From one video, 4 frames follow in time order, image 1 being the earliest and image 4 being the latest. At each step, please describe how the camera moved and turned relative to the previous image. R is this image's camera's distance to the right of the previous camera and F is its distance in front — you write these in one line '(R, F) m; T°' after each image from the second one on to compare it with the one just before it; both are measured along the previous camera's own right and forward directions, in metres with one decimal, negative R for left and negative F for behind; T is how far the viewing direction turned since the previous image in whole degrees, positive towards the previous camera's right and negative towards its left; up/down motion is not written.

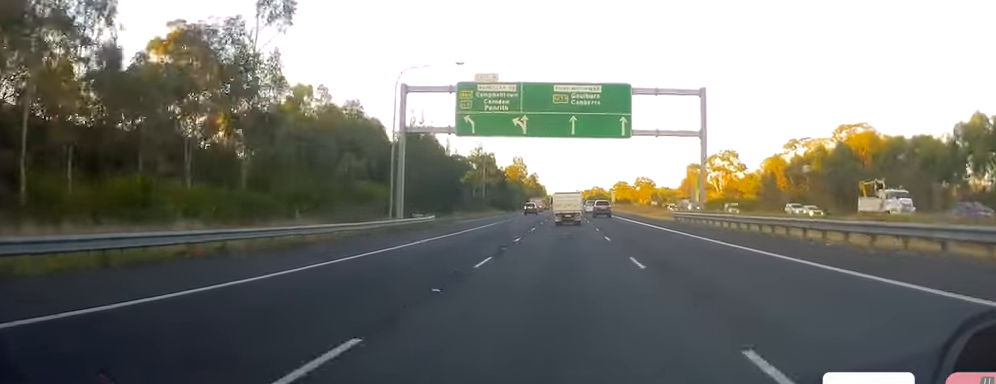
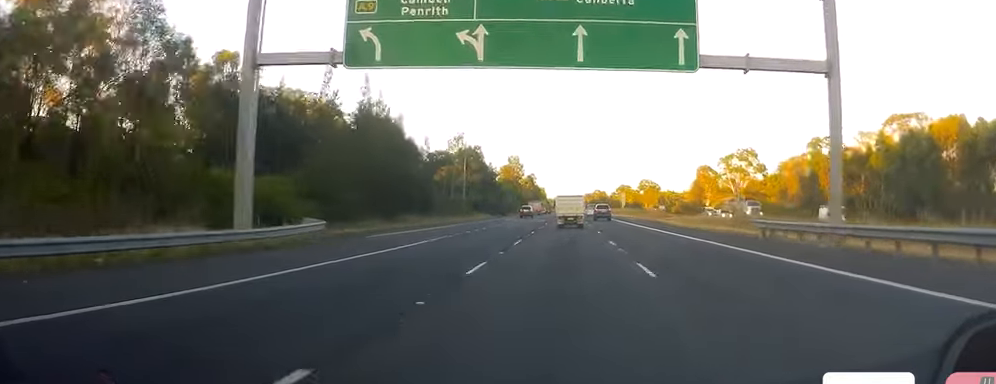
(-0.2, +25.5) m; 0°
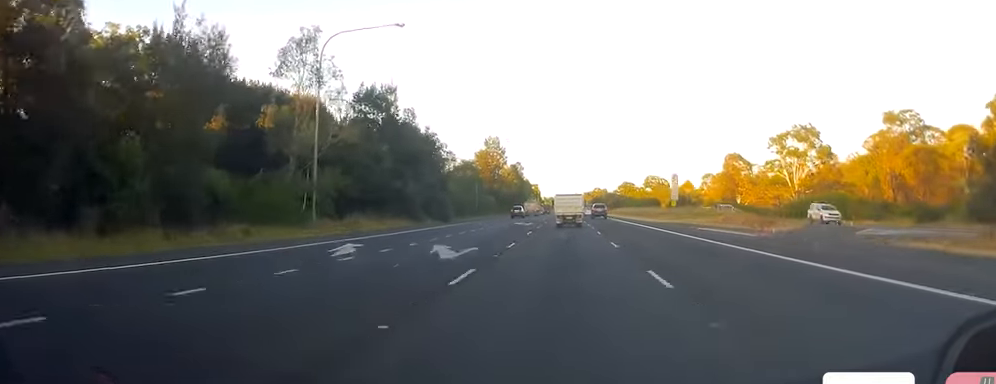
(+0.6, +61.5) m; 0°
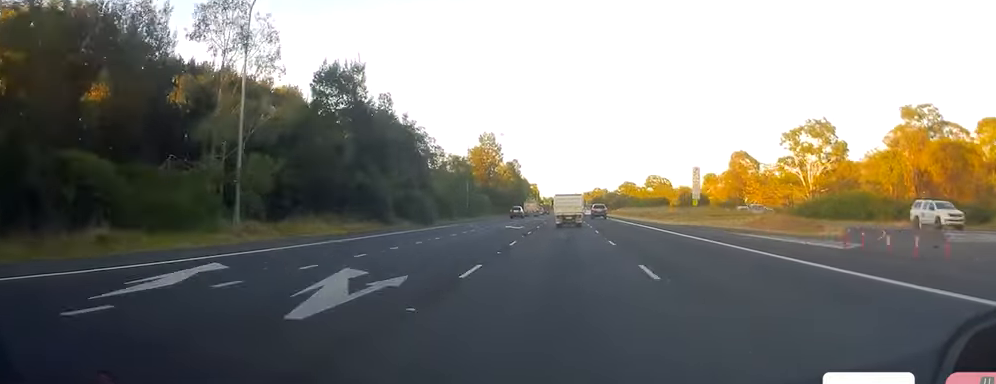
(-0.2, +10.6) m; 0°
